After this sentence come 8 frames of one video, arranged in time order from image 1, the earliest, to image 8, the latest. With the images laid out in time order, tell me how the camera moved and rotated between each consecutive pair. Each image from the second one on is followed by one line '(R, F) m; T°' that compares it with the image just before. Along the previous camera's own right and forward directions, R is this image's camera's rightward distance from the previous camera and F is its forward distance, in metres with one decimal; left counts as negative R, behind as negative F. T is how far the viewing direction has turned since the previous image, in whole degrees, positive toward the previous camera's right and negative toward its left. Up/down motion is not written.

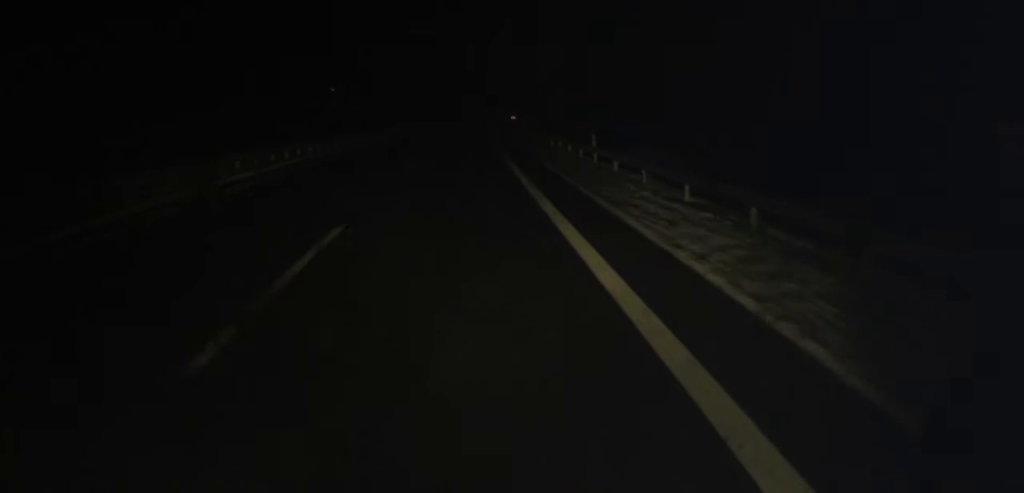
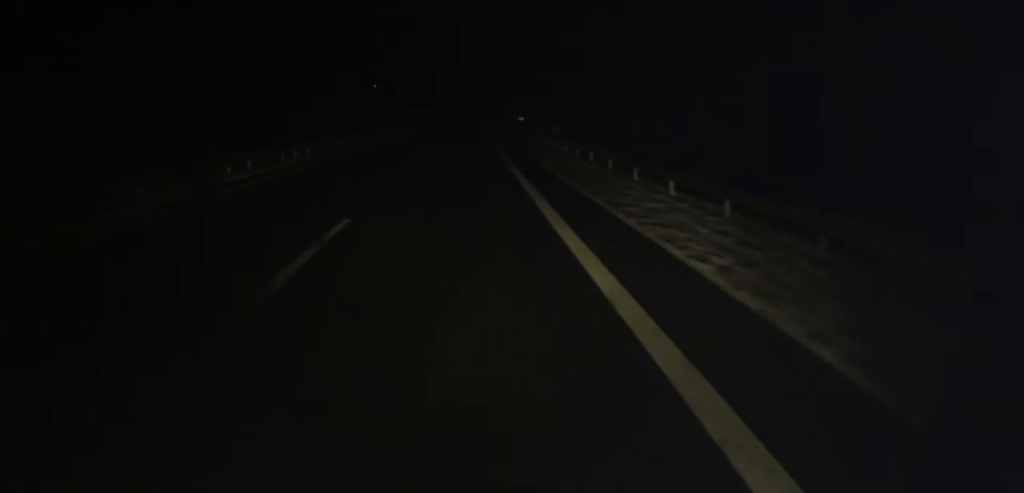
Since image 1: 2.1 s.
(+0.6, +34.0) m; +2°
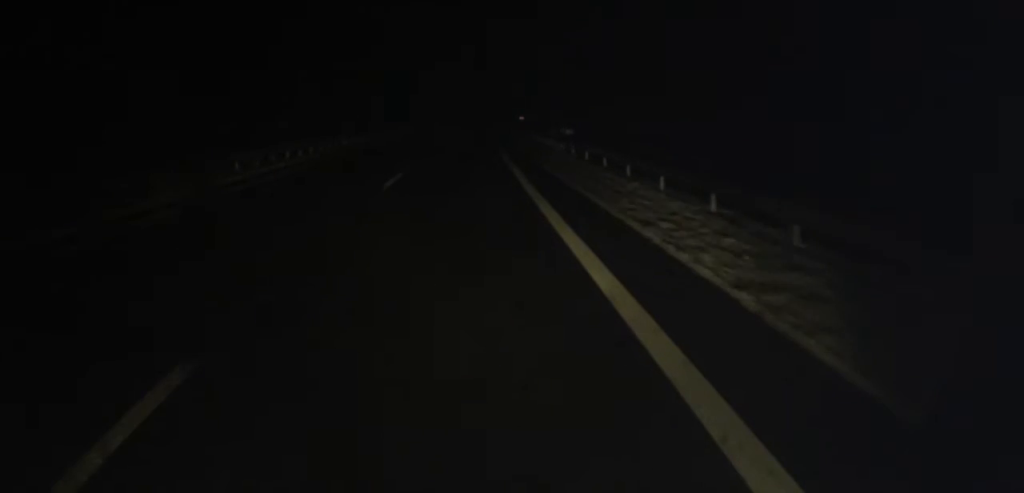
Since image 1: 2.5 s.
(0.0, +7.0) m; 0°
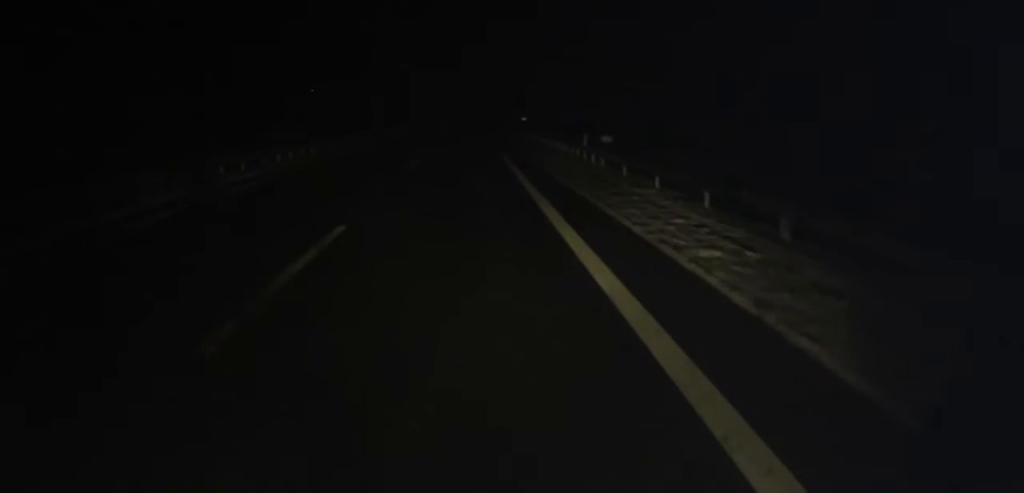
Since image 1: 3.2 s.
(0.0, +11.4) m; 0°
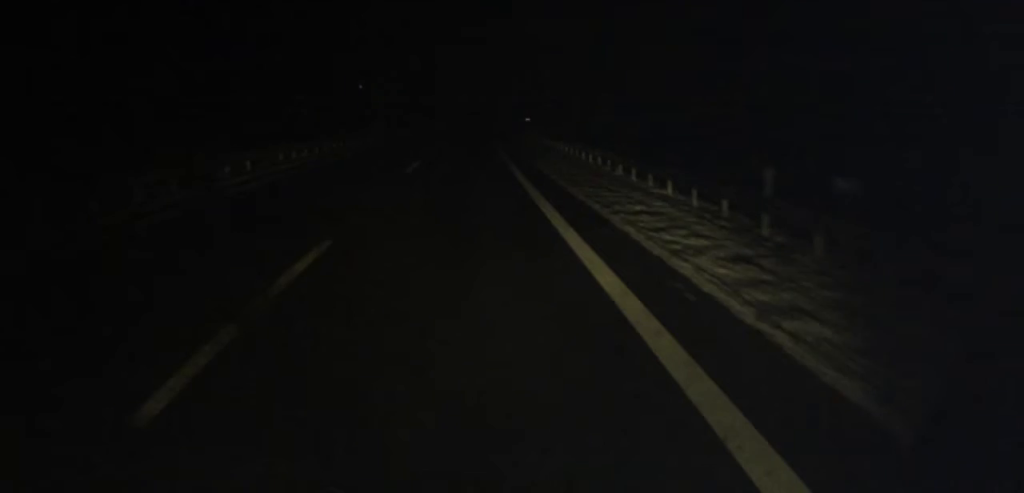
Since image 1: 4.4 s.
(0.0, +18.8) m; 0°
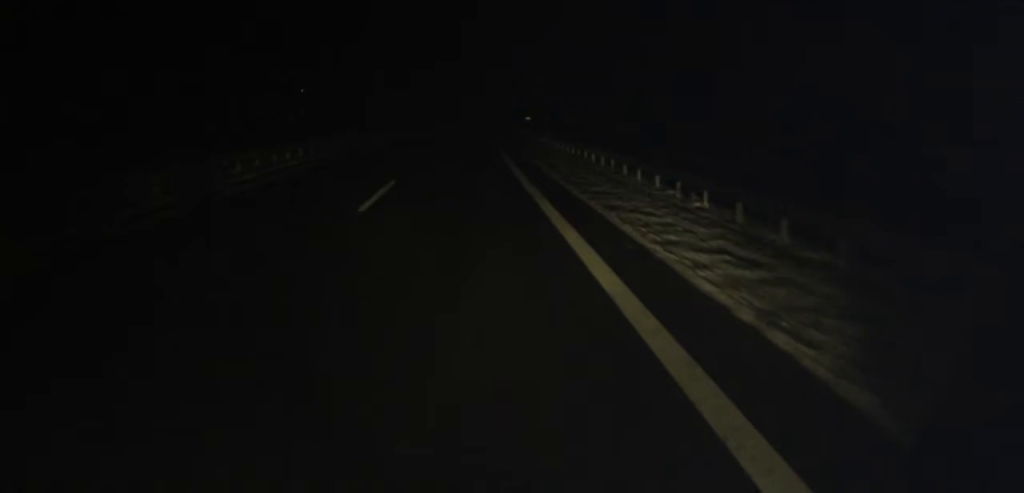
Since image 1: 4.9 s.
(0.0, +8.6) m; +1°
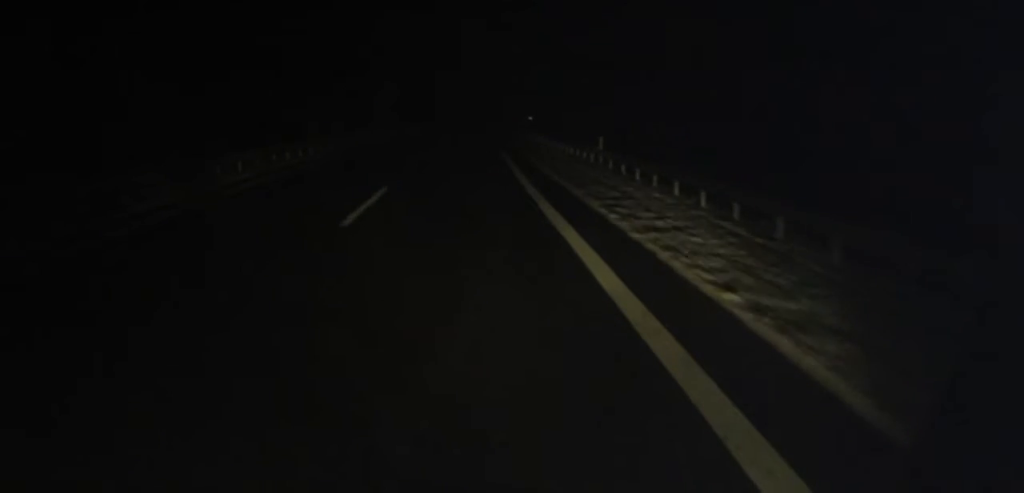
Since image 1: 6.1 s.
(+0.4, +19.2) m; +1°
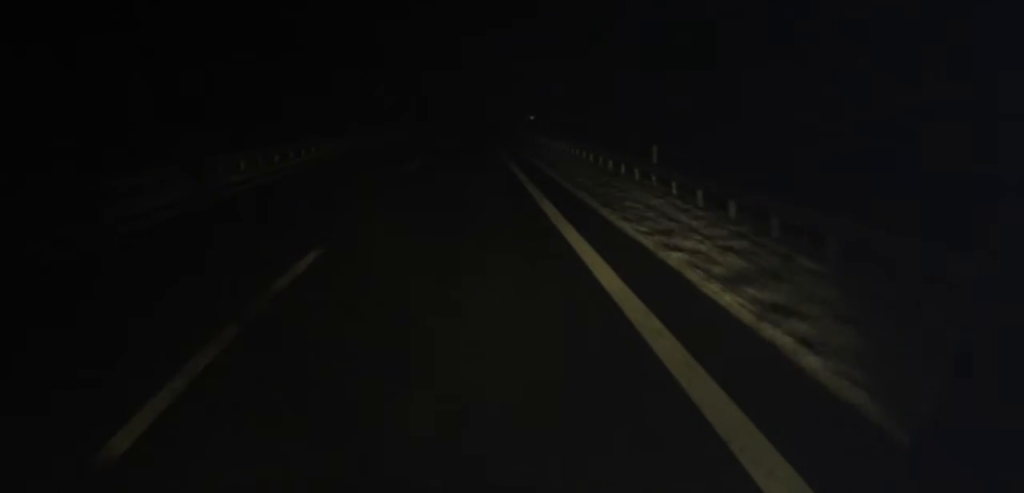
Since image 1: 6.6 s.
(0.0, +7.5) m; 0°
